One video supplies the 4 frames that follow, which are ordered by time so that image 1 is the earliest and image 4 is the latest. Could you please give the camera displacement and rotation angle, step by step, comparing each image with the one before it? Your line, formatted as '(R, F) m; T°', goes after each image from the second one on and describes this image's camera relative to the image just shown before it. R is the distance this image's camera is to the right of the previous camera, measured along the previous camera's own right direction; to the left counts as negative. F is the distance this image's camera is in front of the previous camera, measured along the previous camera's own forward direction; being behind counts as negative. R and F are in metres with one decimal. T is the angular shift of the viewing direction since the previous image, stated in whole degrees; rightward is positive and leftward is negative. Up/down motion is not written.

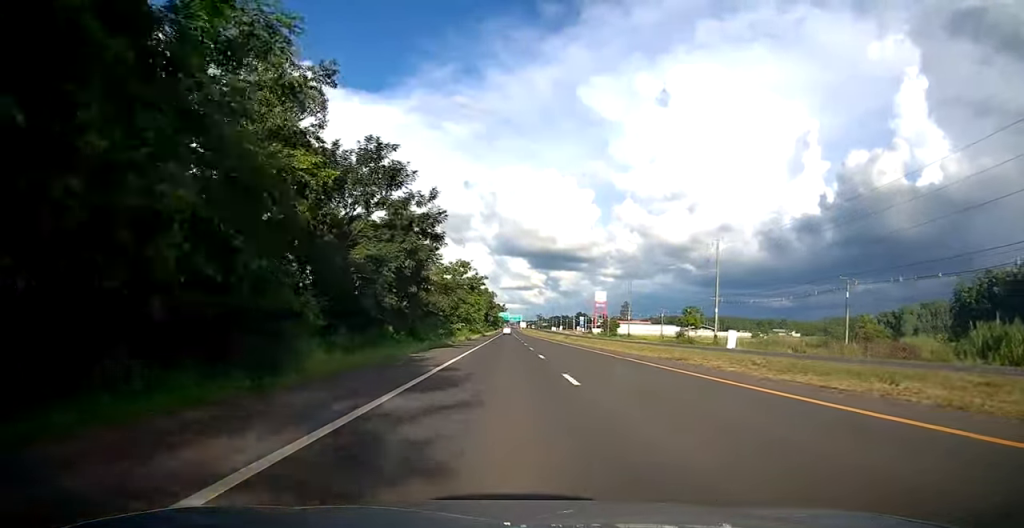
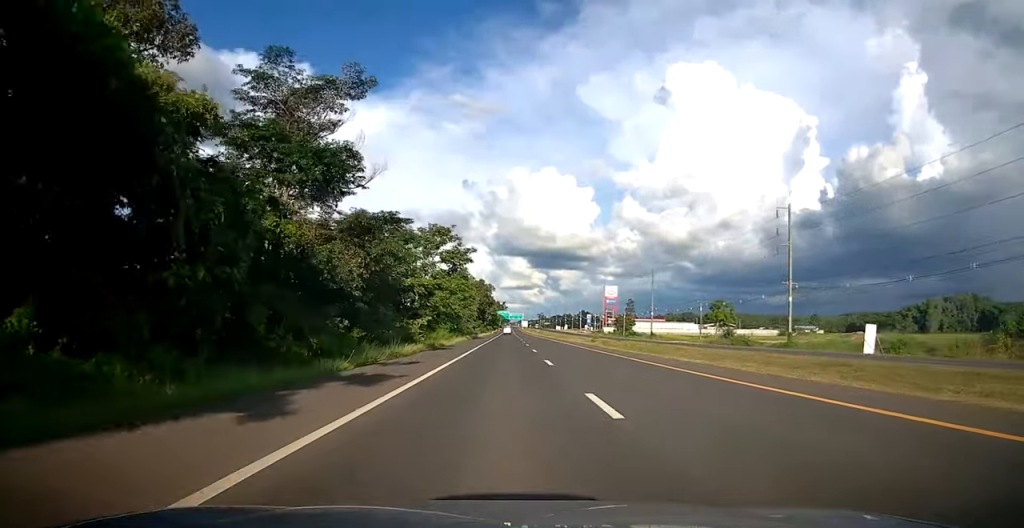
(0.0, +28.4) m; -1°
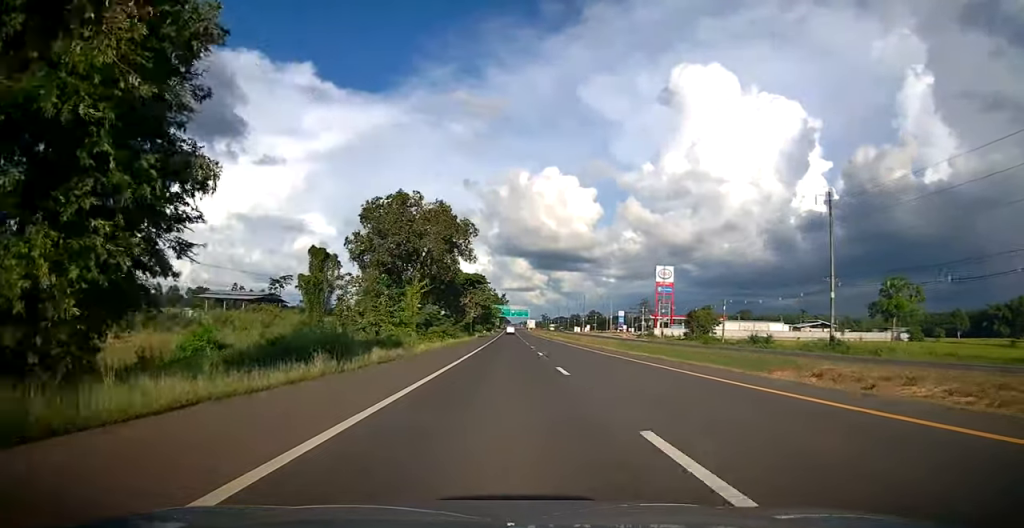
(-0.1, +85.0) m; 0°
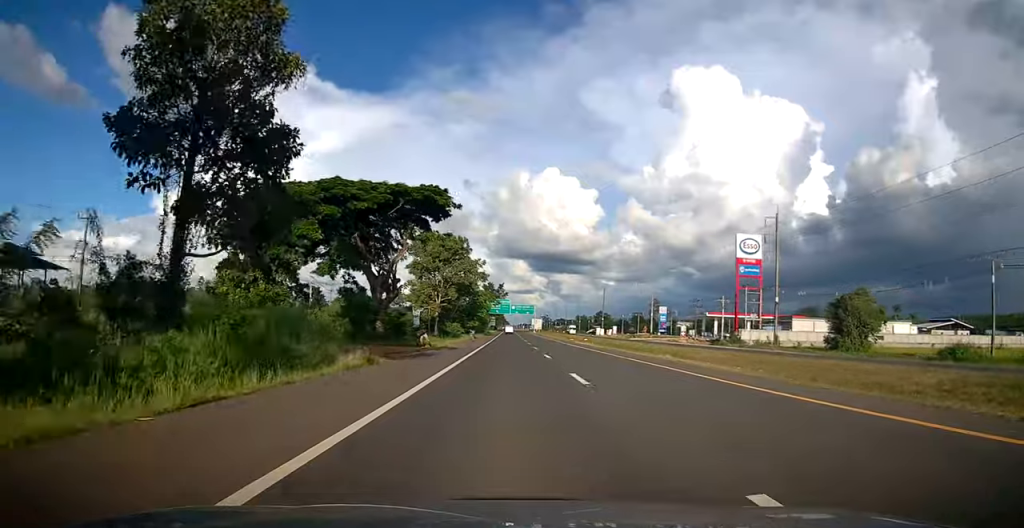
(-0.4, +64.8) m; 0°
